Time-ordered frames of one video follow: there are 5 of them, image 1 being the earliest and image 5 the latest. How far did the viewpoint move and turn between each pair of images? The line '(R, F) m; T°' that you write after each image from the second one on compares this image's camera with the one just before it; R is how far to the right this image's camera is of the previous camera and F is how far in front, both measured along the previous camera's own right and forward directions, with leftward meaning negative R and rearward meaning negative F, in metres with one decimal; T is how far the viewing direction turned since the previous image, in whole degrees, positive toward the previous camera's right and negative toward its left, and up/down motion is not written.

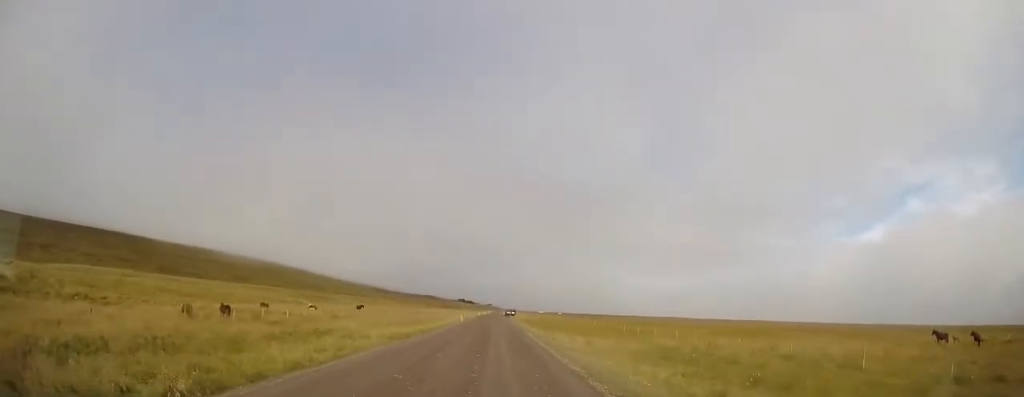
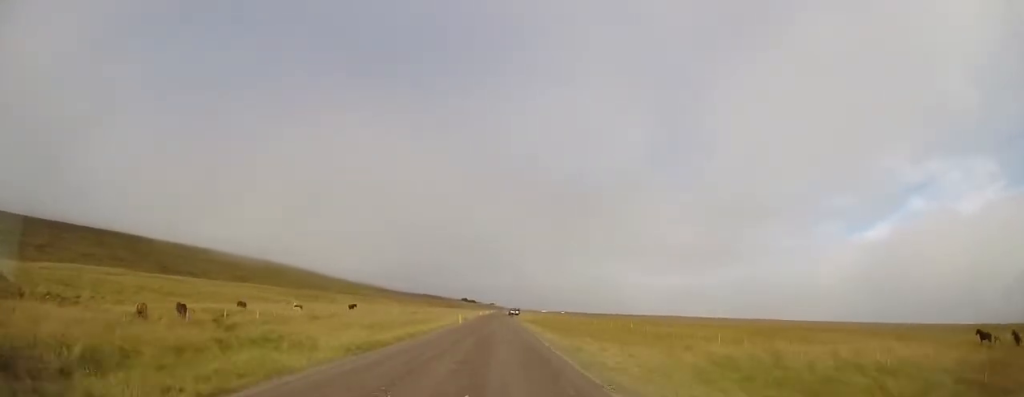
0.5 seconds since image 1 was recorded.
(+0.1, +6.0) m; 0°
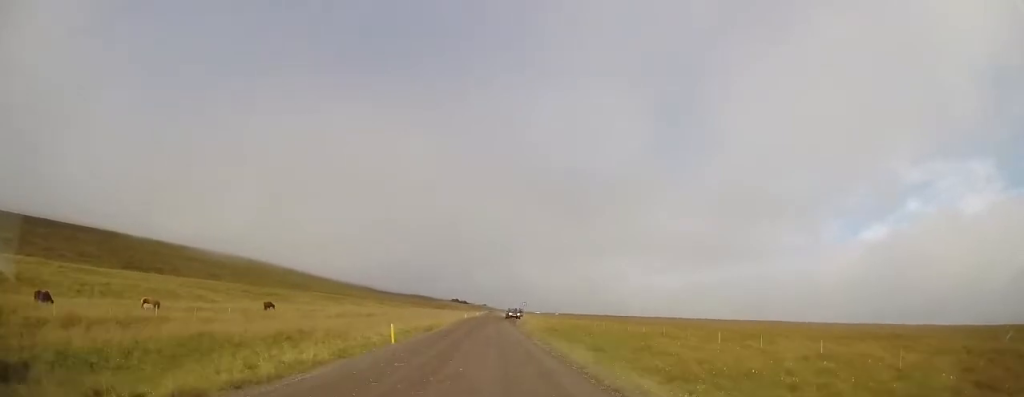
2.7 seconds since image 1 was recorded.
(-1.0, +28.1) m; -2°
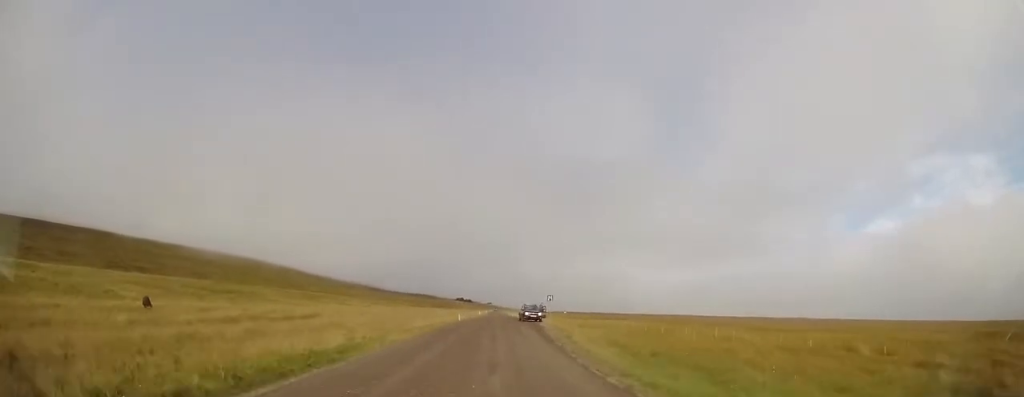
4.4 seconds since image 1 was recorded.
(+0.4, +21.9) m; +2°
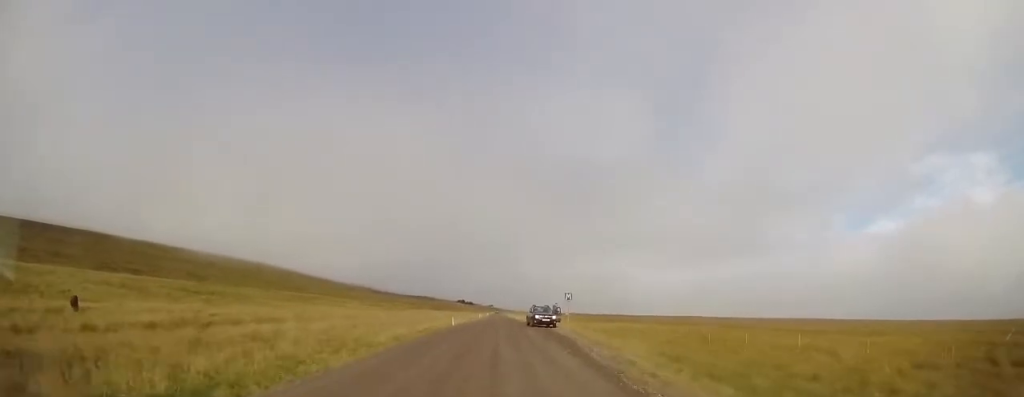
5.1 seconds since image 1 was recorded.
(+0.1, +8.1) m; +1°
